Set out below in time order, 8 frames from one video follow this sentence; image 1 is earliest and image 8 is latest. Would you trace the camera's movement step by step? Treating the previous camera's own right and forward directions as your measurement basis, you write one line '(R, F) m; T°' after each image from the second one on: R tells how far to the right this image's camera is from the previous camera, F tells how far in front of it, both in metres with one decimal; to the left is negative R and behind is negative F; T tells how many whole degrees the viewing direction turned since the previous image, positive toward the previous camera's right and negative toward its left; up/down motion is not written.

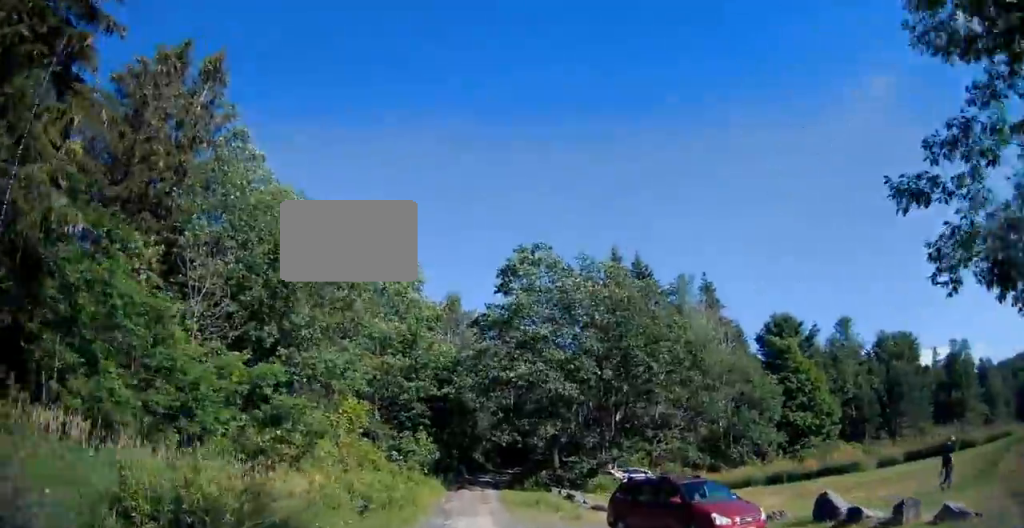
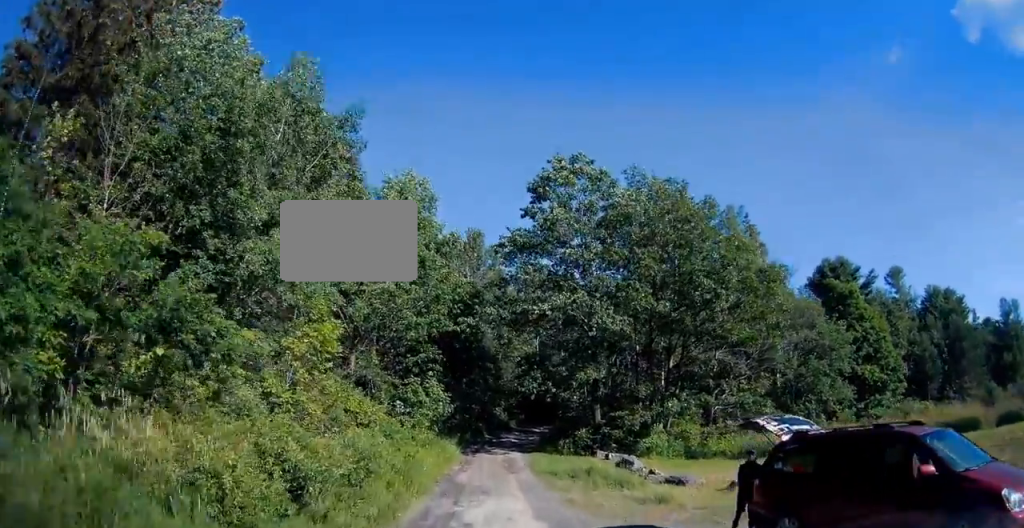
(-0.2, +7.6) m; -3°
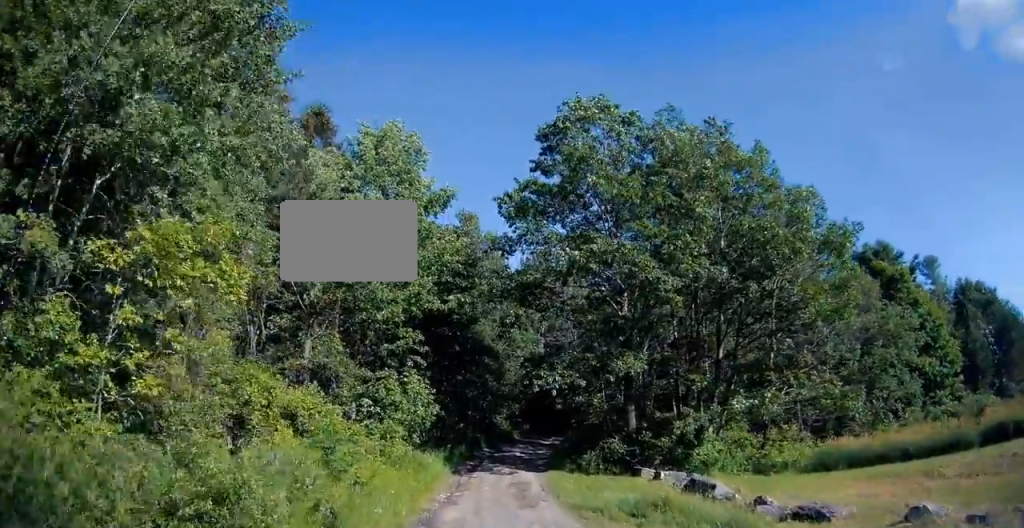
(0.0, +7.9) m; 0°
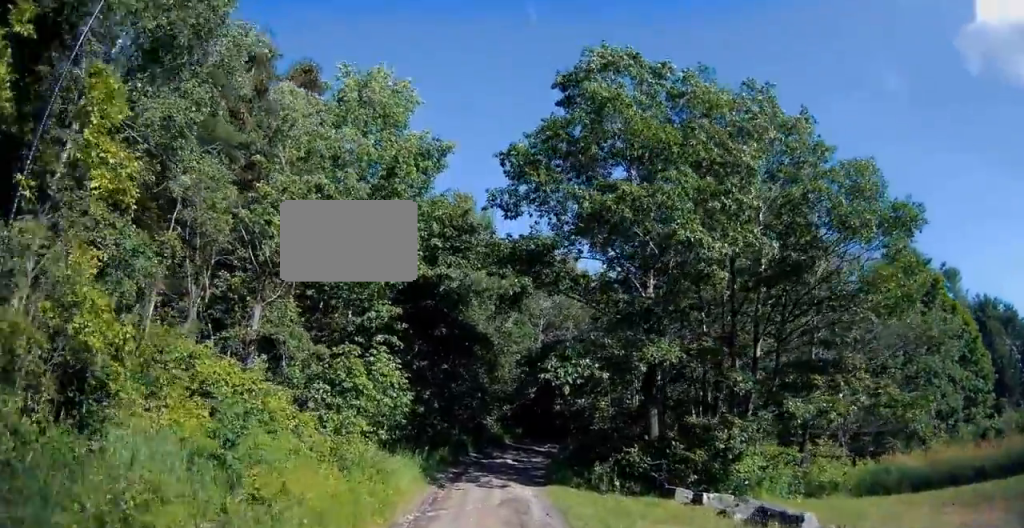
(0.0, +4.9) m; 0°
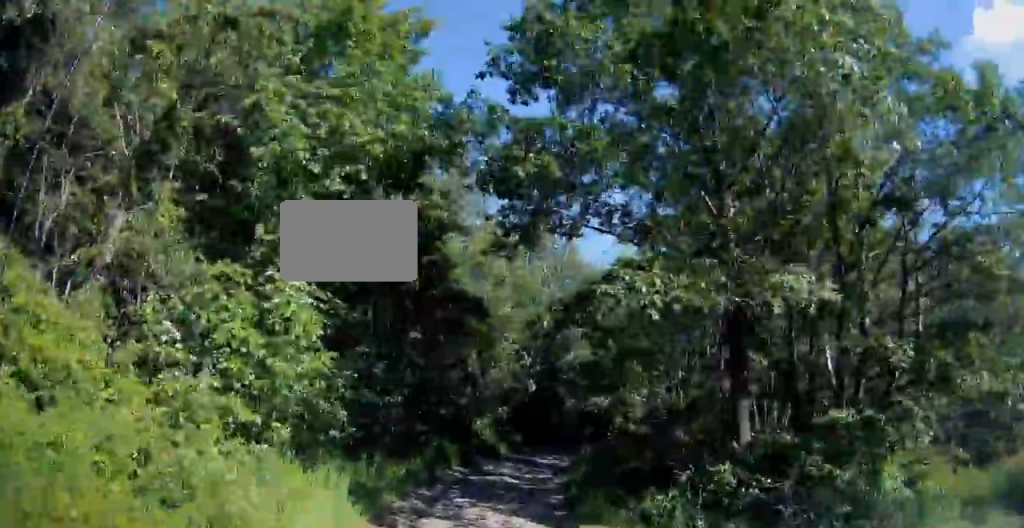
(0.0, +8.1) m; 0°
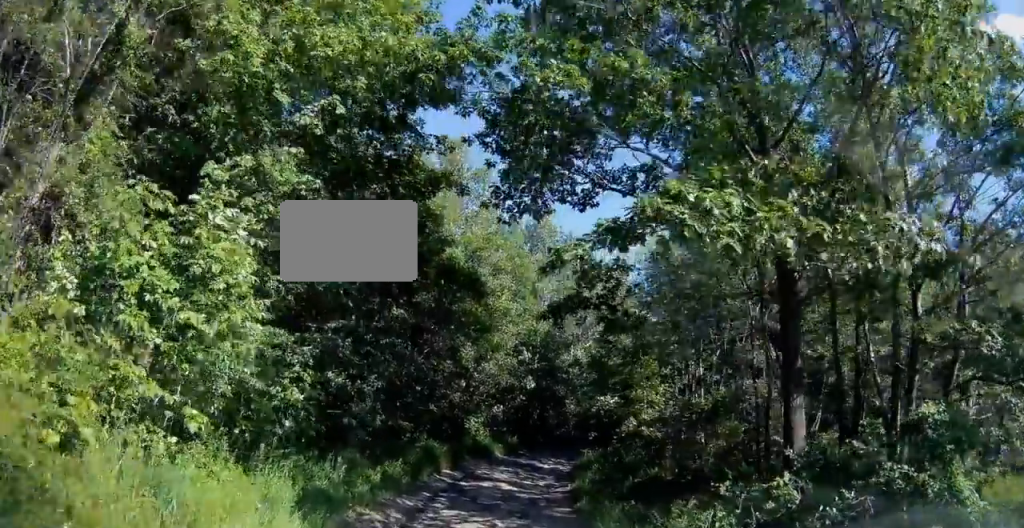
(0.0, +2.5) m; 0°
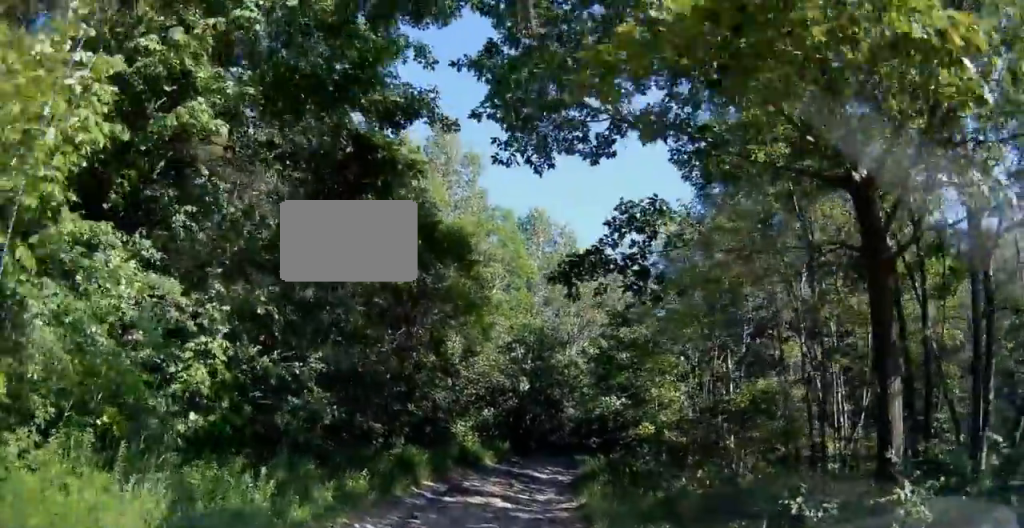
(0.0, +3.2) m; 0°
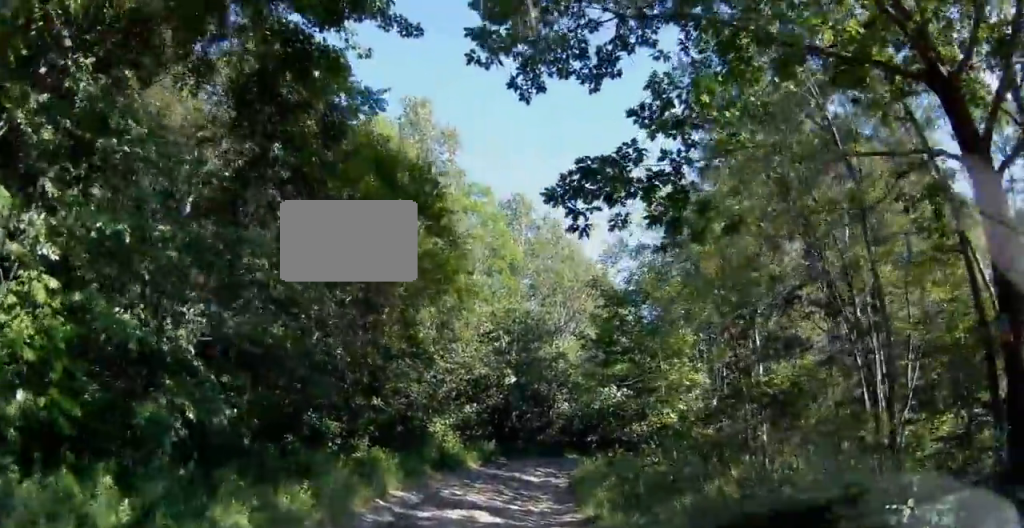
(0.0, +3.0) m; +2°
